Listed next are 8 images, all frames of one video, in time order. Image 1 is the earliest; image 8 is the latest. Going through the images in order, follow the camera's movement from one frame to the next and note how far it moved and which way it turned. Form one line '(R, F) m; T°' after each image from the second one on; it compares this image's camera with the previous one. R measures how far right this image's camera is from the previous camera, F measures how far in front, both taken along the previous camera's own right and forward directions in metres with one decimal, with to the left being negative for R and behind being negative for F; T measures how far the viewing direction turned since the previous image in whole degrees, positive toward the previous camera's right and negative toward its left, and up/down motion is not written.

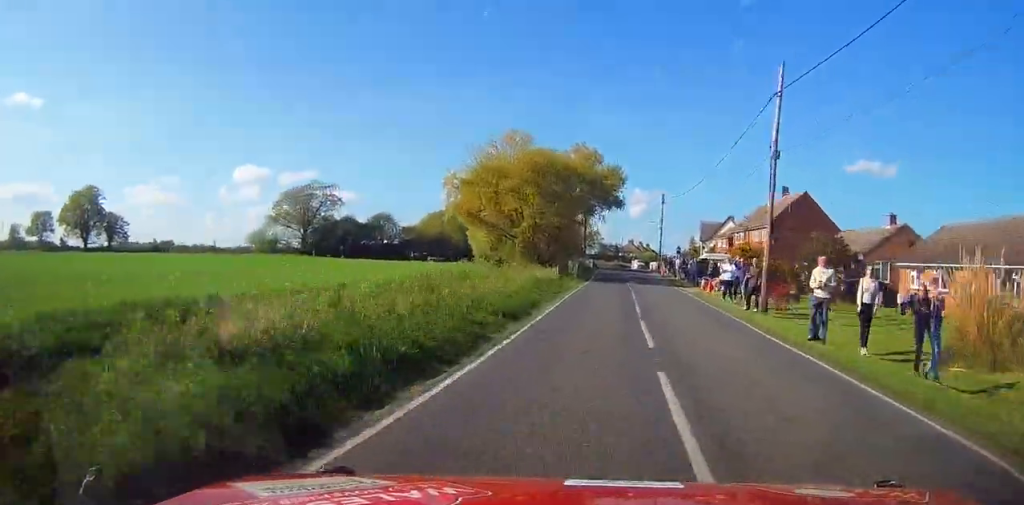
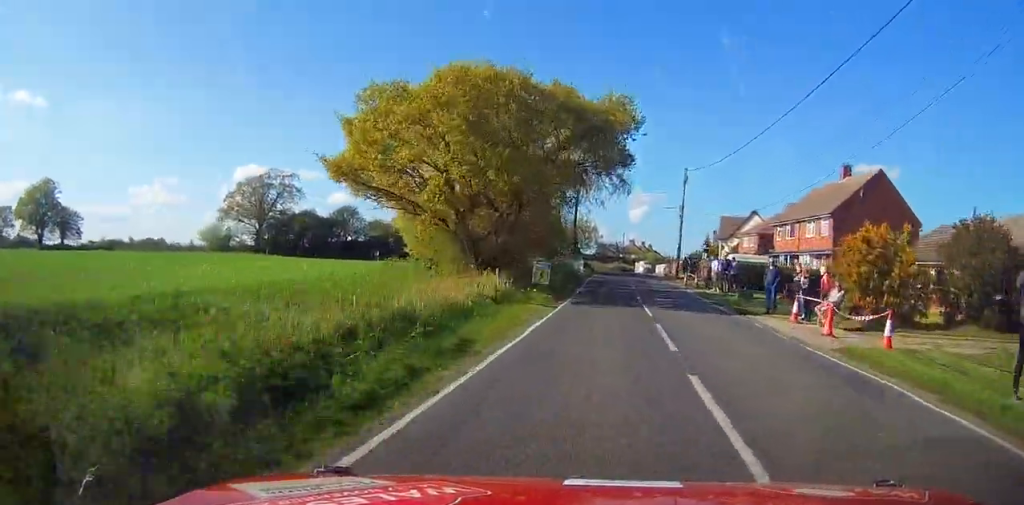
(0.0, +19.2) m; 0°
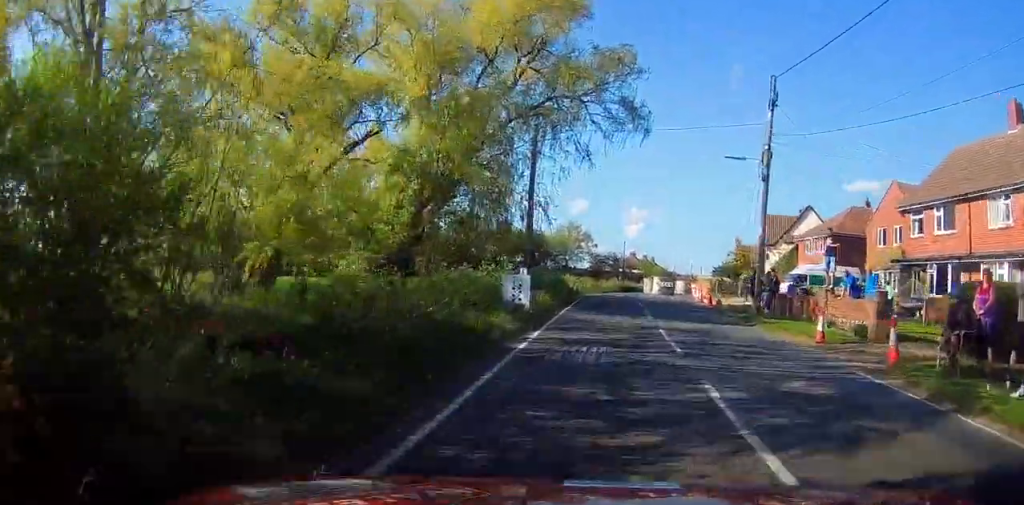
(+0.1, +28.2) m; 0°
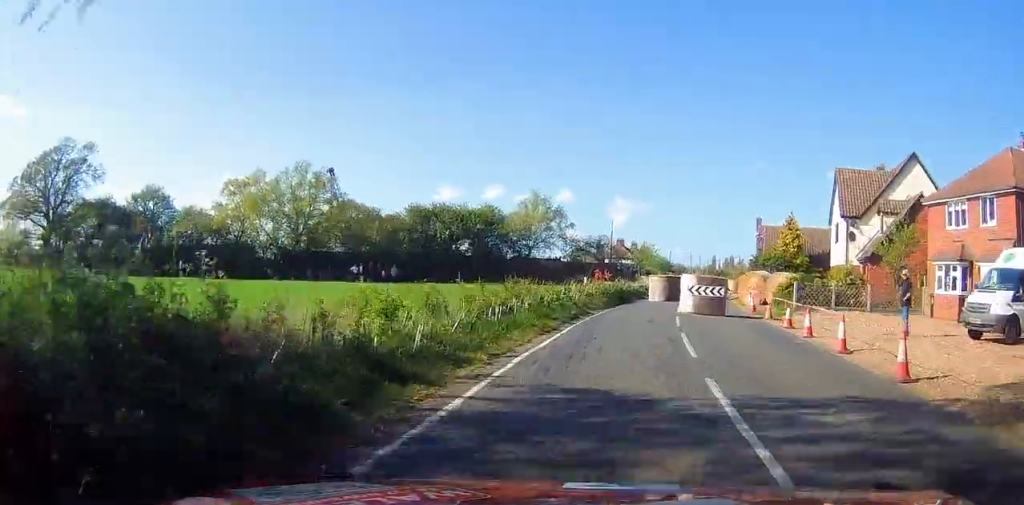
(0.0, +27.2) m; +1°
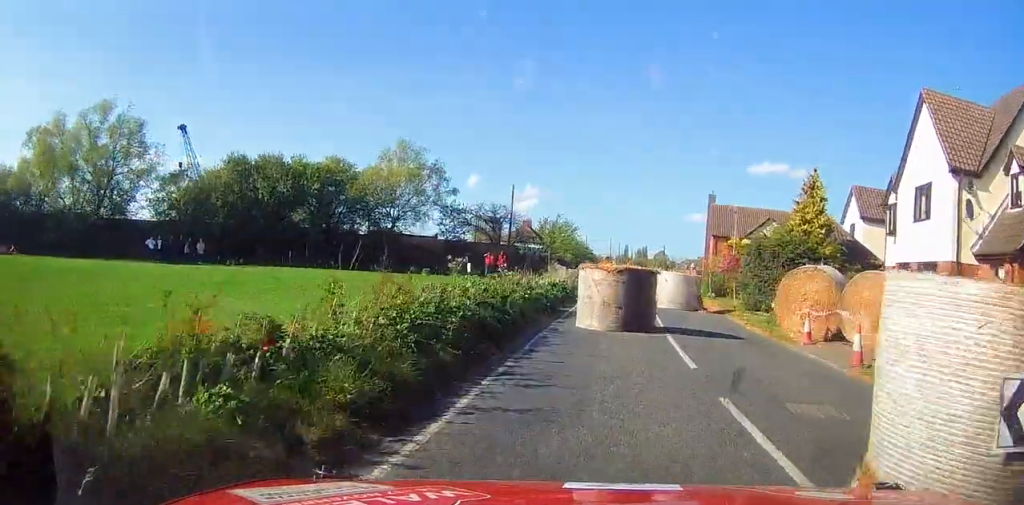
(+0.7, +21.5) m; +7°
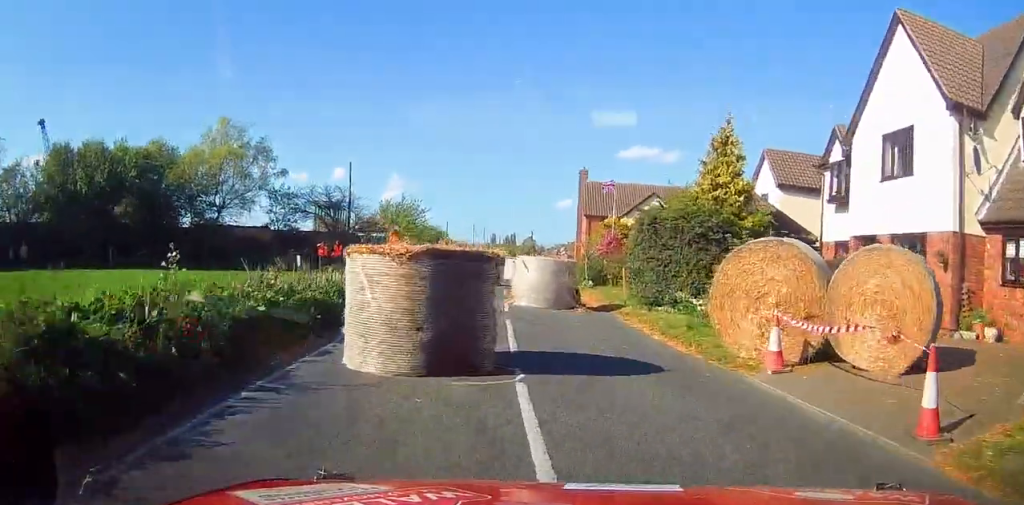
(+0.1, +7.0) m; +4°
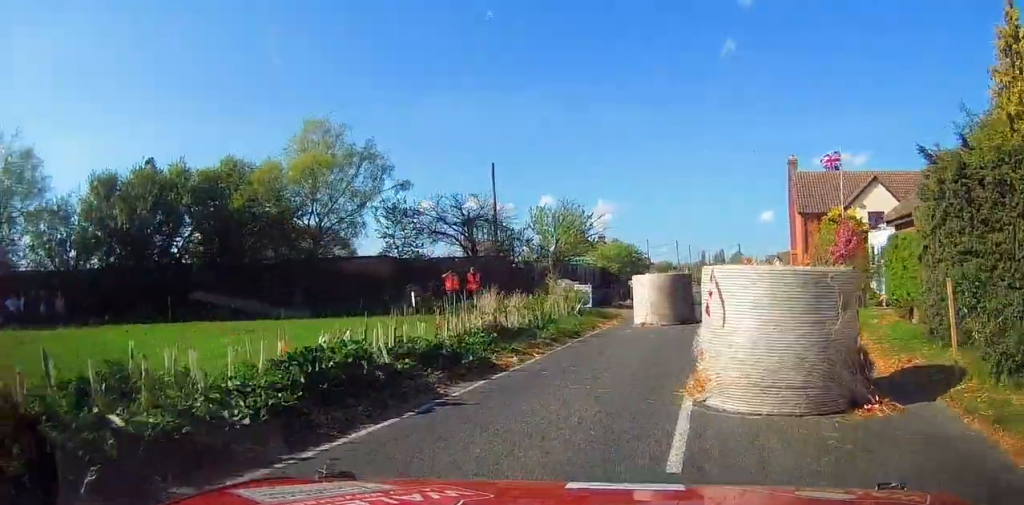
(+0.8, +12.0) m; 0°
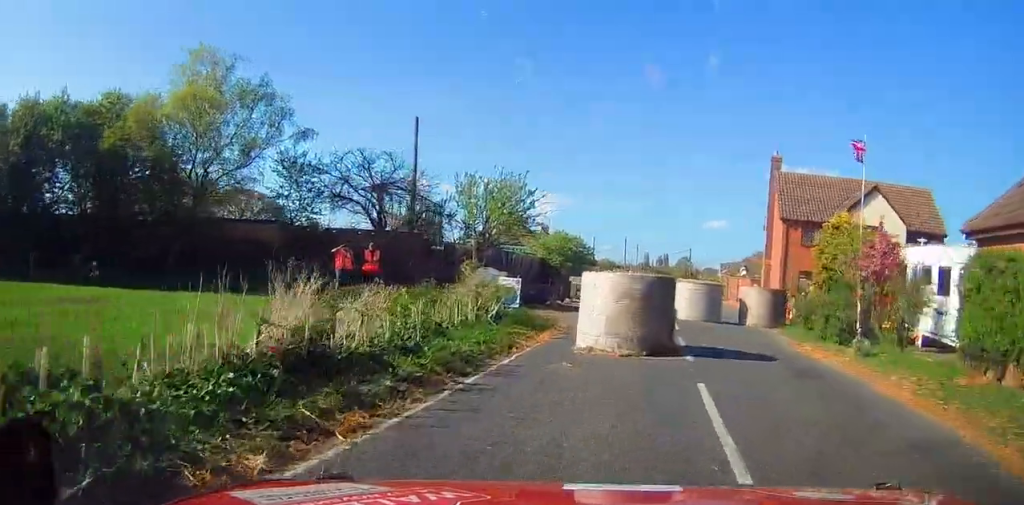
(-0.4, +6.4) m; 0°
